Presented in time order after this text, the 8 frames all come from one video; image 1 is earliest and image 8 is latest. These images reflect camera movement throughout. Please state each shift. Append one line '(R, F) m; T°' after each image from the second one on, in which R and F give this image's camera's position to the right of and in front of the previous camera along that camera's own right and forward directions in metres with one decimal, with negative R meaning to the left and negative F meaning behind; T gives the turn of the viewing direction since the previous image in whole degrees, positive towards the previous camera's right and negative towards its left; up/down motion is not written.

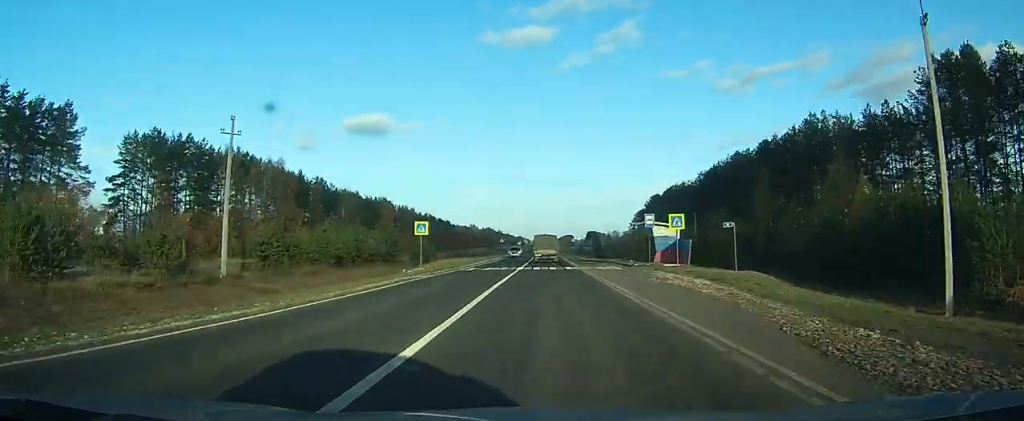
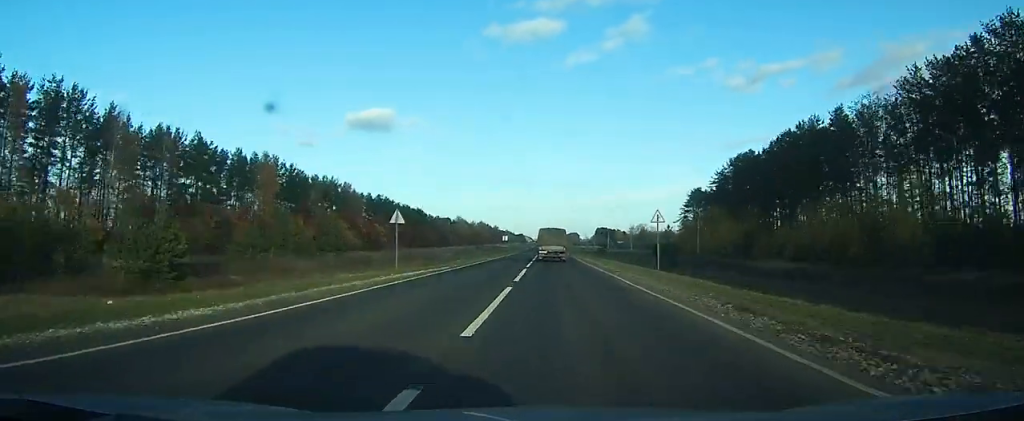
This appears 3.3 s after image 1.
(+0.3, +85.6) m; 0°
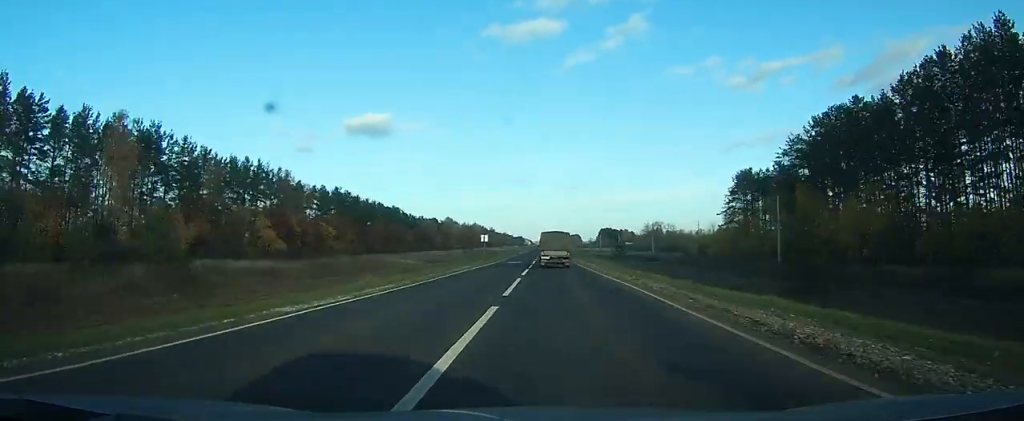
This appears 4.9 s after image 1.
(0.0, +42.1) m; 0°
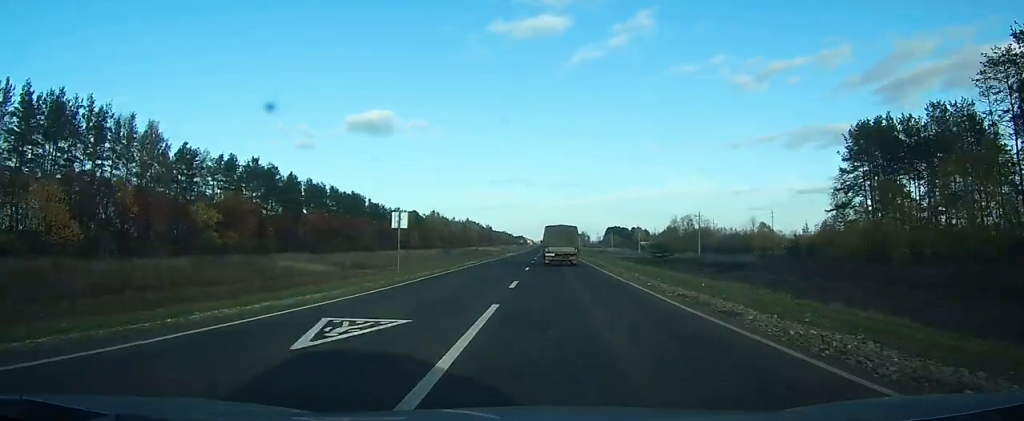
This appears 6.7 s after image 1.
(+0.1, +50.0) m; 0°
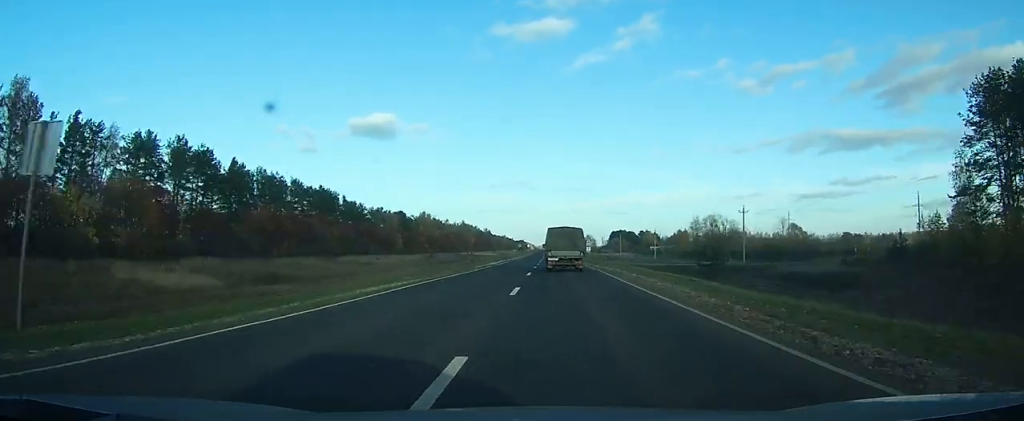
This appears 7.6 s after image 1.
(0.0, +26.0) m; 0°
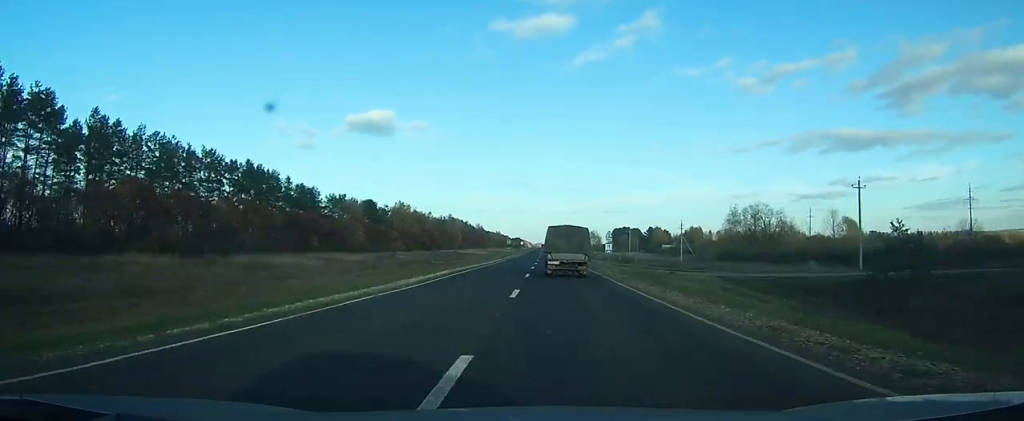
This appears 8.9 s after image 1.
(0.0, +35.1) m; 0°
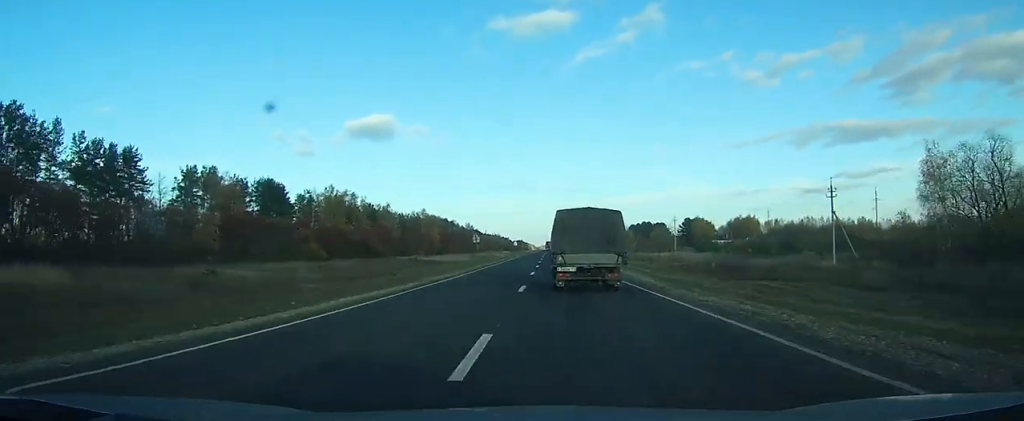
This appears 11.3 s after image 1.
(-0.5, +67.7) m; -1°
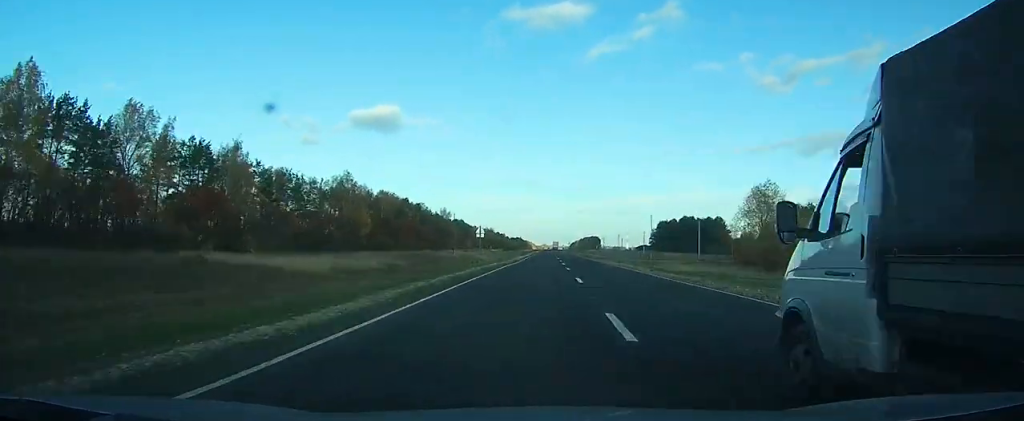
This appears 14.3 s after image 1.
(-0.7, +94.6) m; 0°
